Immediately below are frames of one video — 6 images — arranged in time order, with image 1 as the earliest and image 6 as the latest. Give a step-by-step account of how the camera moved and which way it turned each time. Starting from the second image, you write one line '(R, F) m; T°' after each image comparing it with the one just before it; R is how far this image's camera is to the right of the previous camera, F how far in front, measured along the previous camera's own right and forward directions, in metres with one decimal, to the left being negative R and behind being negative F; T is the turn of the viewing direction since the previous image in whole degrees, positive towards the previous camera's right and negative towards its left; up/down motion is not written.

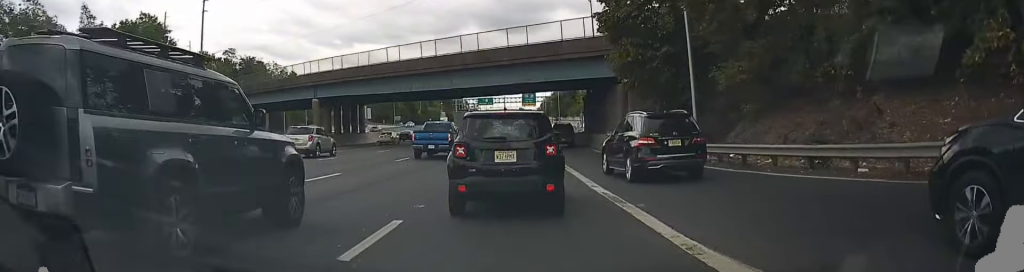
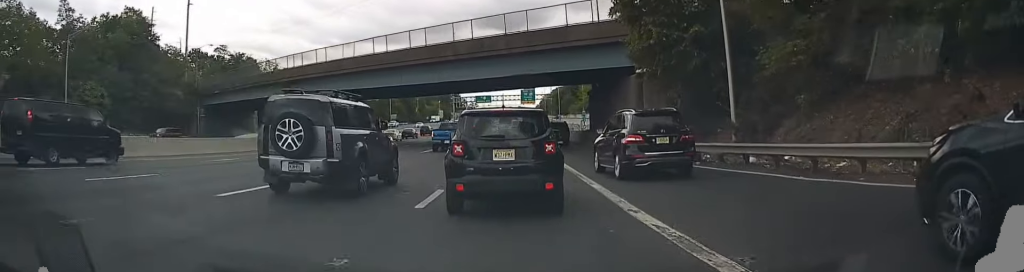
(+0.1, +4.9) m; +1°
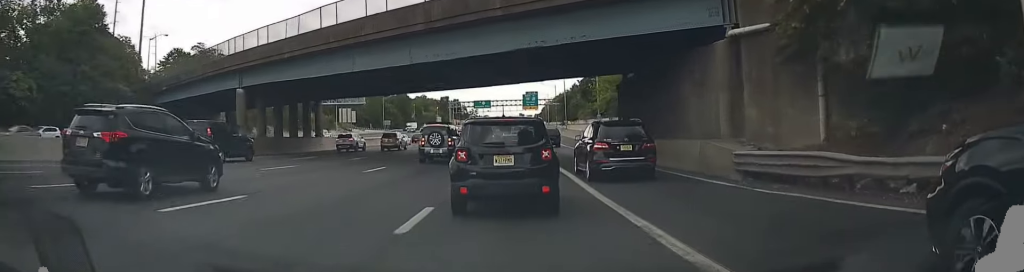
(-0.2, +14.0) m; 0°
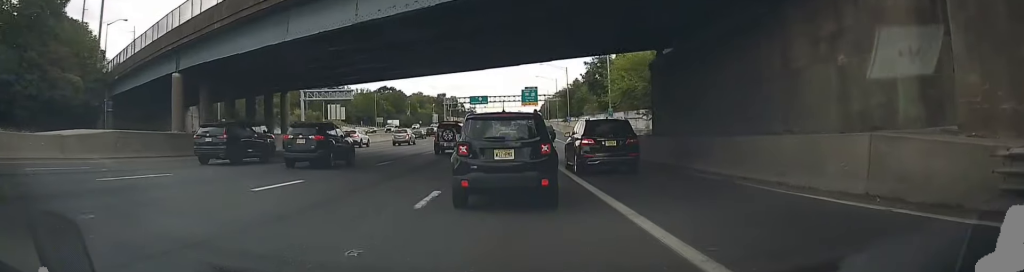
(+0.2, +9.4) m; +1°
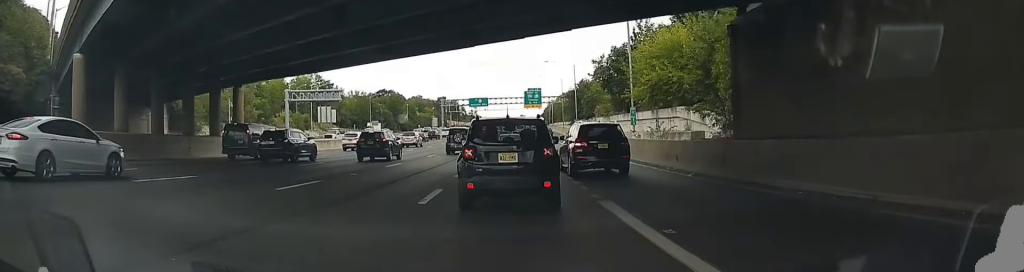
(-0.2, +10.1) m; -2°
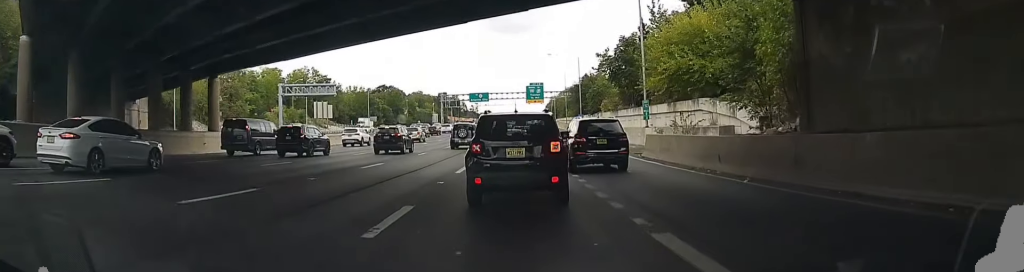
(0.0, +4.4) m; 0°
